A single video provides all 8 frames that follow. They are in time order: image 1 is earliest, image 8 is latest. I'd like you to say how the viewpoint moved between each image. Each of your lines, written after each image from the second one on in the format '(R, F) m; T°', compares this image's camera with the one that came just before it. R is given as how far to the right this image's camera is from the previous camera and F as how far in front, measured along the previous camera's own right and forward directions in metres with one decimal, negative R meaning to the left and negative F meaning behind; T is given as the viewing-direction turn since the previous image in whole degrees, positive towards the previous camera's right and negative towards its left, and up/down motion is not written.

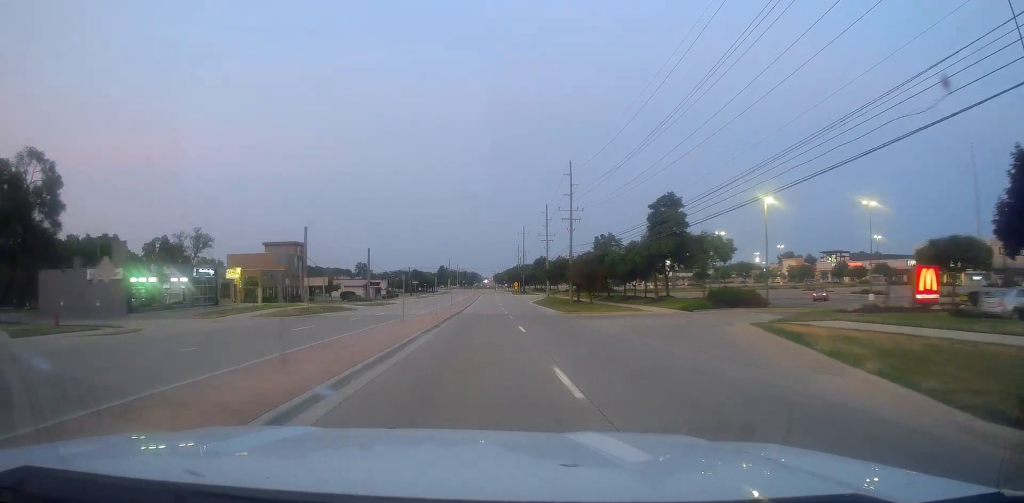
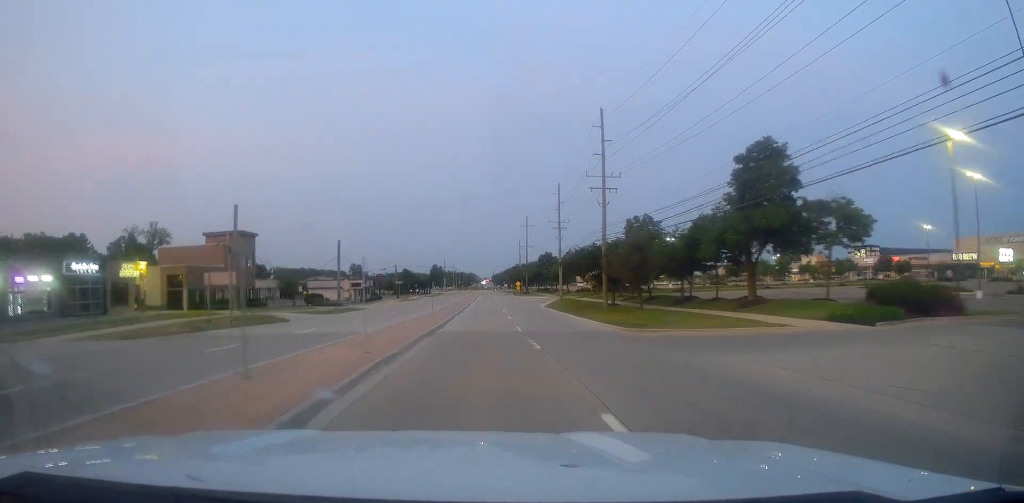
(-0.2, +20.6) m; -1°
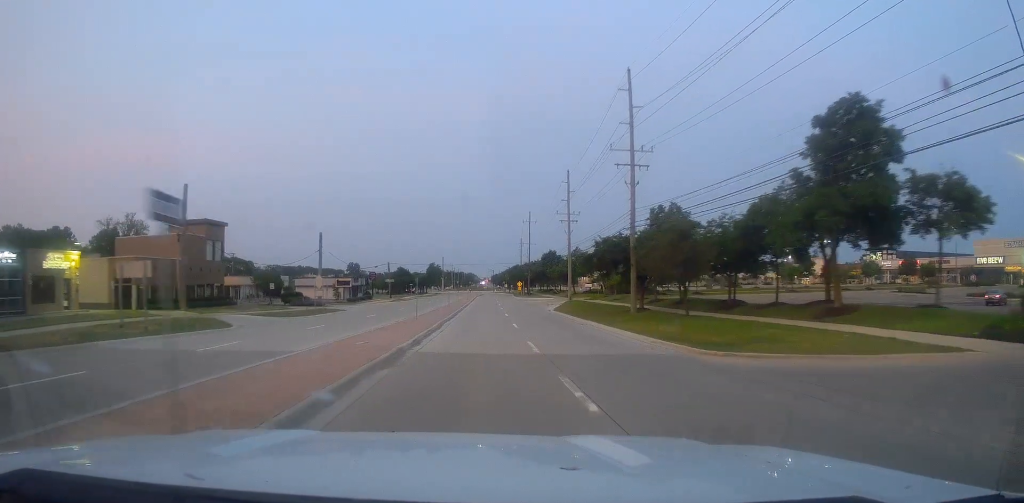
(-0.1, +9.8) m; 0°
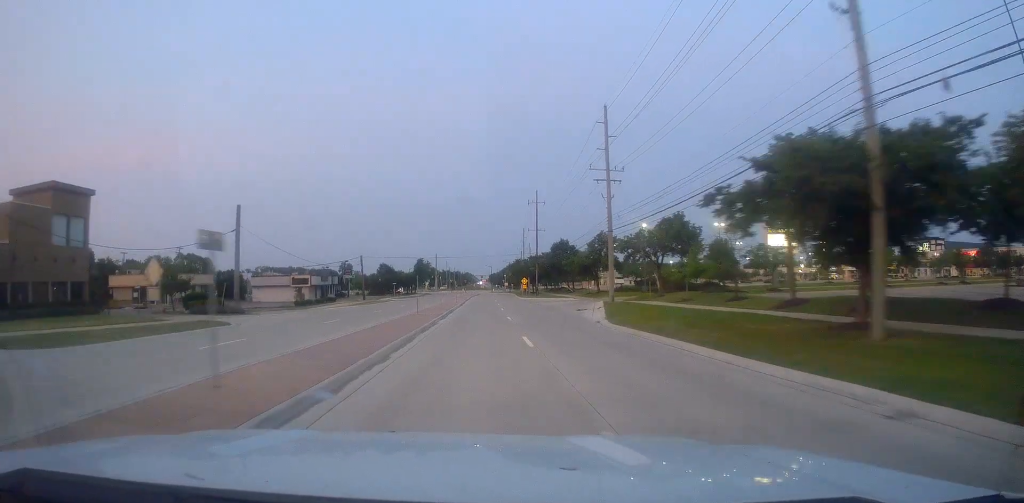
(+0.9, +26.7) m; +1°
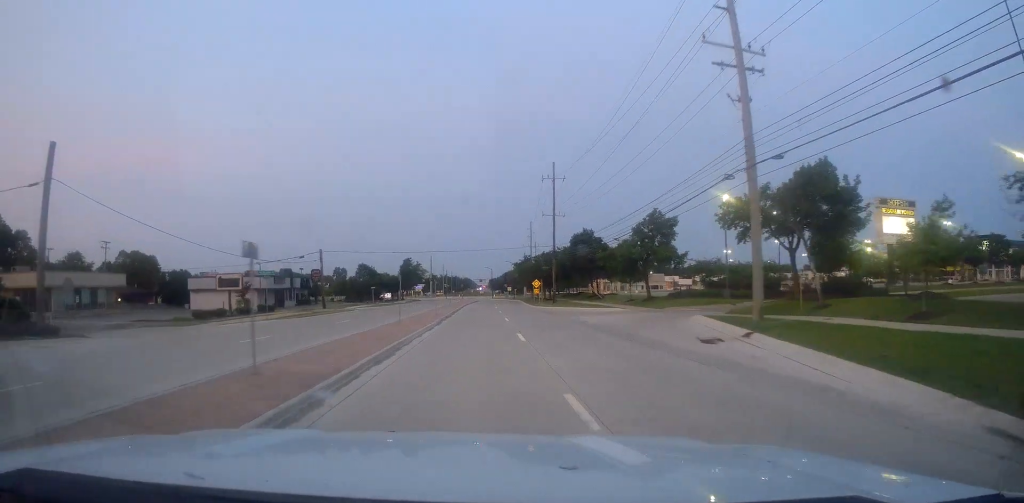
(-0.6, +26.7) m; -1°
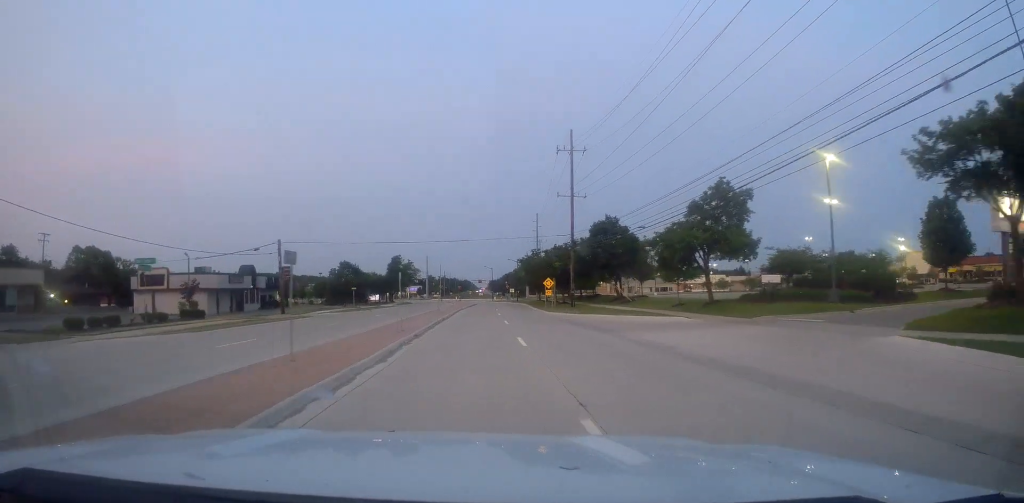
(+0.7, +16.6) m; 0°
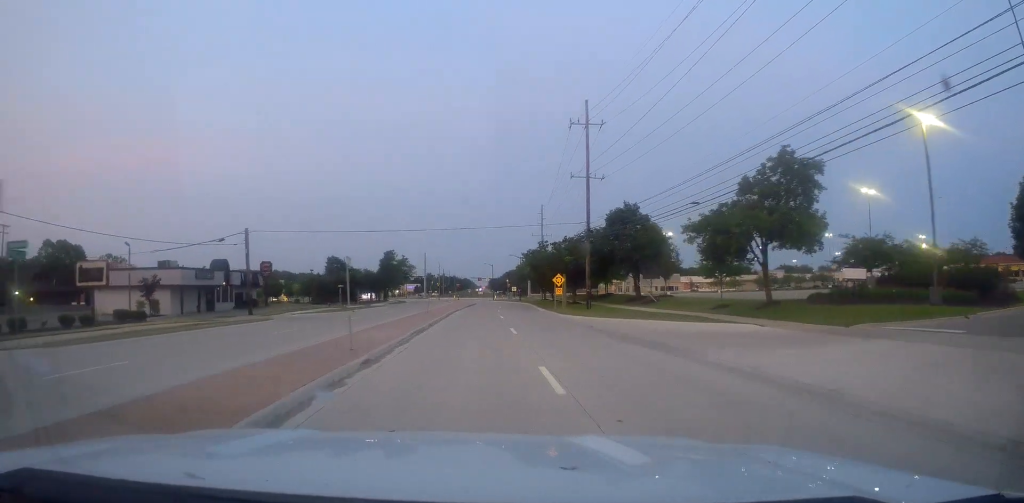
(-0.4, +9.4) m; 0°
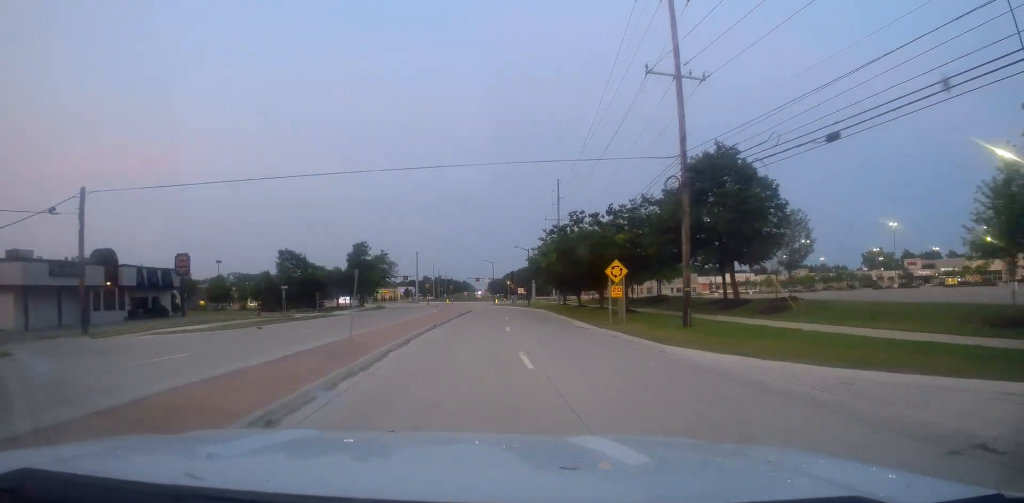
(+0.3, +25.8) m; +1°
